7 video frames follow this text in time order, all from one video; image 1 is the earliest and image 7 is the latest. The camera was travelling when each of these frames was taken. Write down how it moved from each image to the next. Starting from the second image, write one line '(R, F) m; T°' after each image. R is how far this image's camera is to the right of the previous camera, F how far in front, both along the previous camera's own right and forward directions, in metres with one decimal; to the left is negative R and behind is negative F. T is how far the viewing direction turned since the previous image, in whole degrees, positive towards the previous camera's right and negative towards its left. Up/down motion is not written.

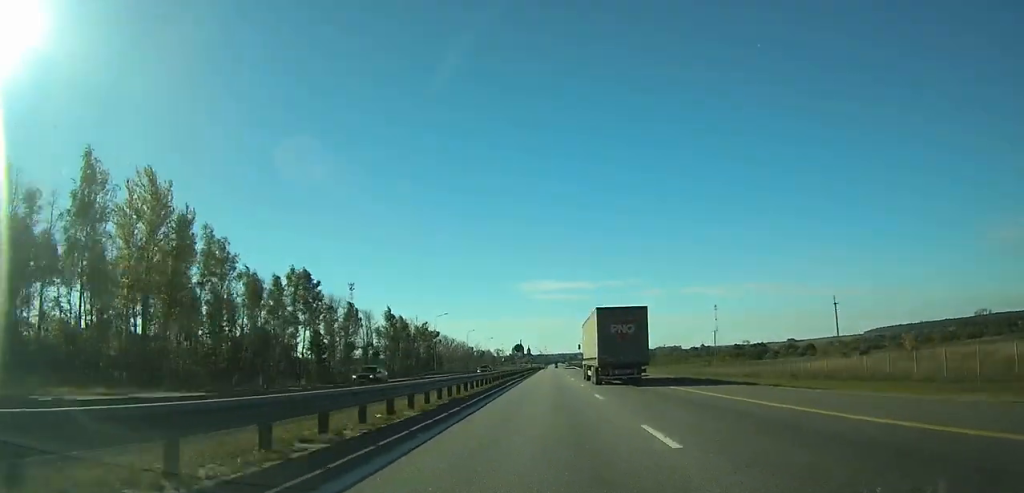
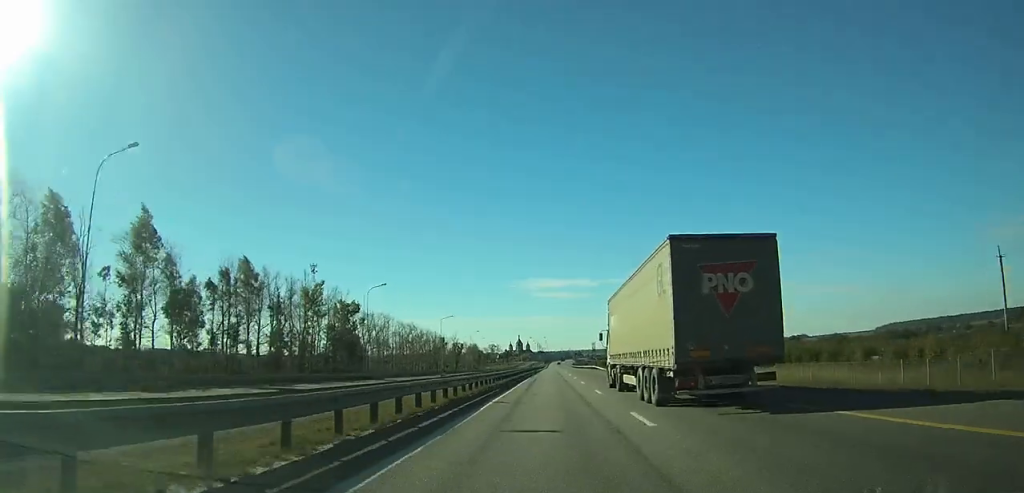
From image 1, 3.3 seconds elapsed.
(0.0, +93.8) m; 0°
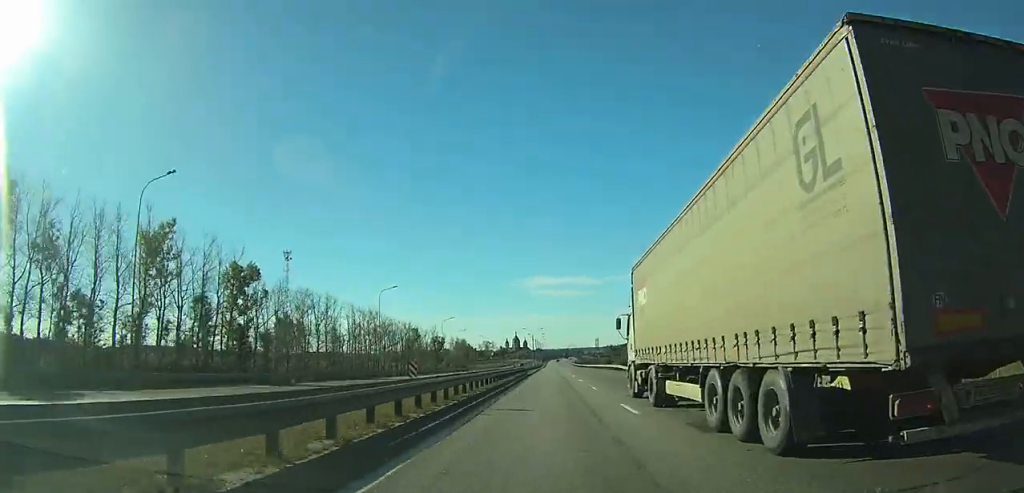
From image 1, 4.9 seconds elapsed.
(0.0, +43.8) m; 0°
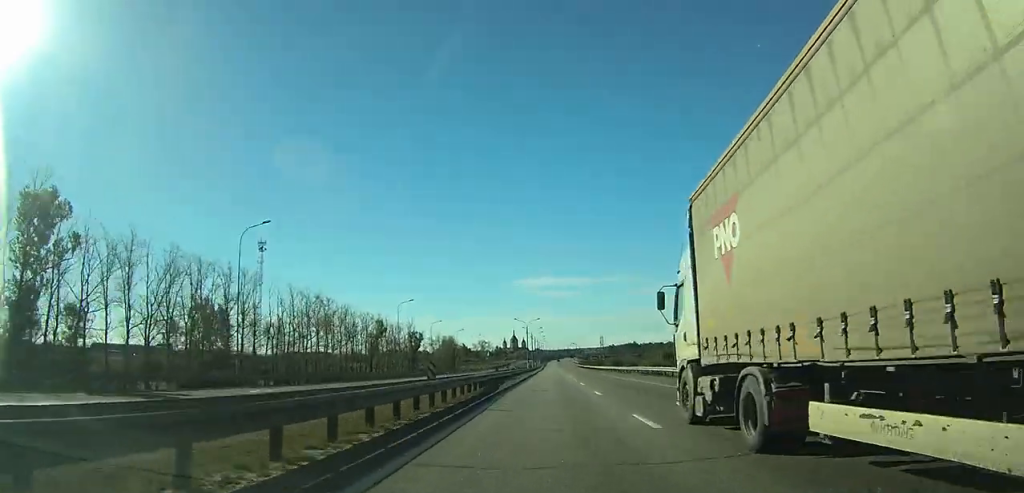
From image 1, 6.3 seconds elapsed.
(0.0, +35.9) m; 0°
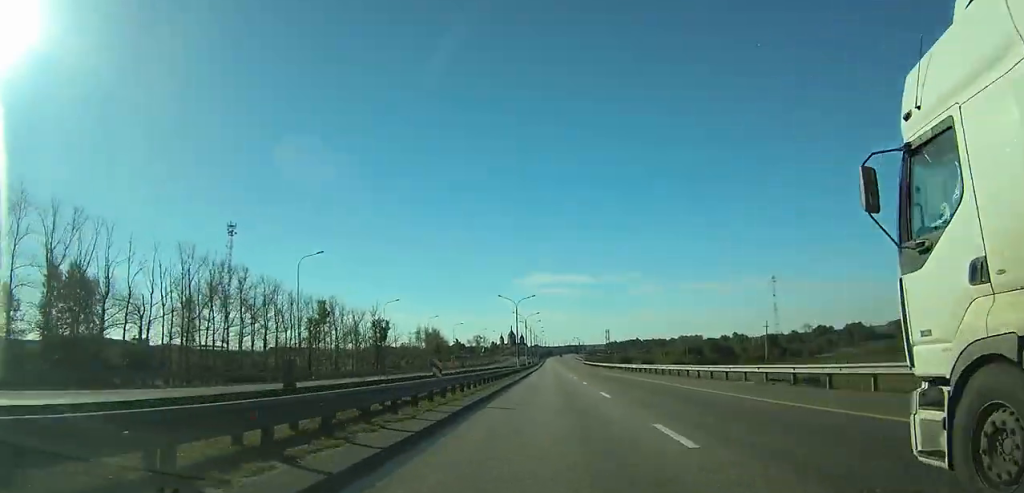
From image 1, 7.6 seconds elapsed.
(0.0, +36.4) m; 0°
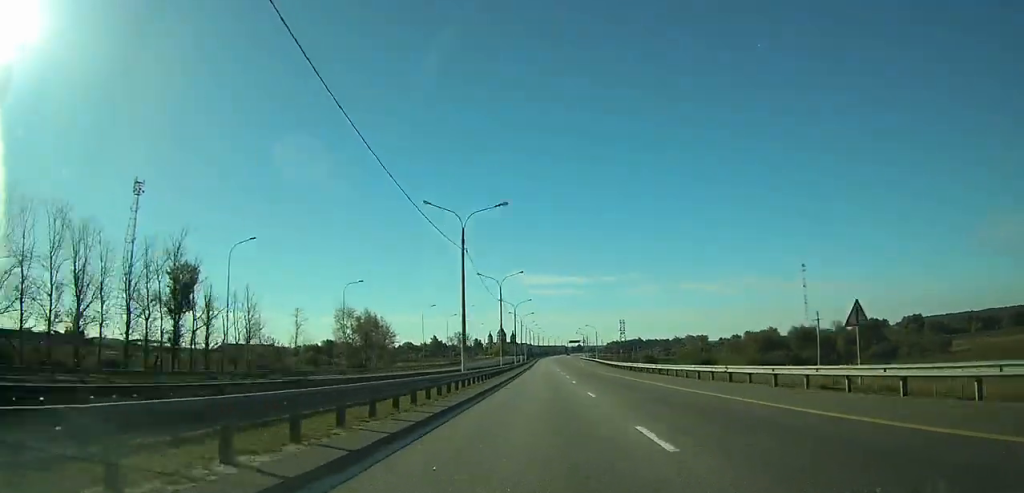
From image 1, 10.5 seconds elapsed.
(-0.2, +83.8) m; 0°
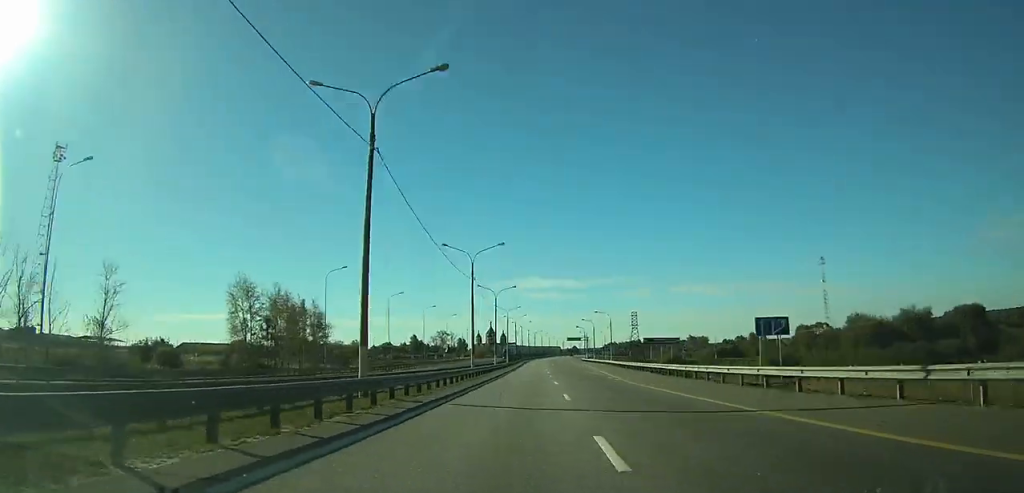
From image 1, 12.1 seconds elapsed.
(+0.3, +50.4) m; +1°
